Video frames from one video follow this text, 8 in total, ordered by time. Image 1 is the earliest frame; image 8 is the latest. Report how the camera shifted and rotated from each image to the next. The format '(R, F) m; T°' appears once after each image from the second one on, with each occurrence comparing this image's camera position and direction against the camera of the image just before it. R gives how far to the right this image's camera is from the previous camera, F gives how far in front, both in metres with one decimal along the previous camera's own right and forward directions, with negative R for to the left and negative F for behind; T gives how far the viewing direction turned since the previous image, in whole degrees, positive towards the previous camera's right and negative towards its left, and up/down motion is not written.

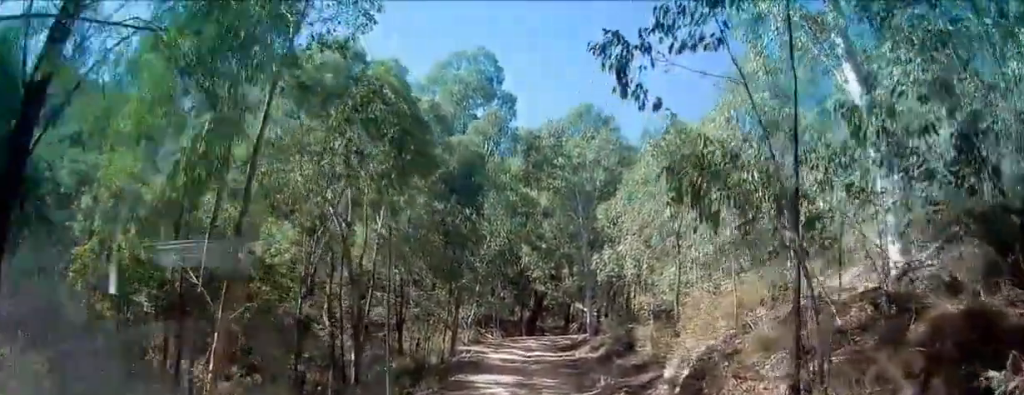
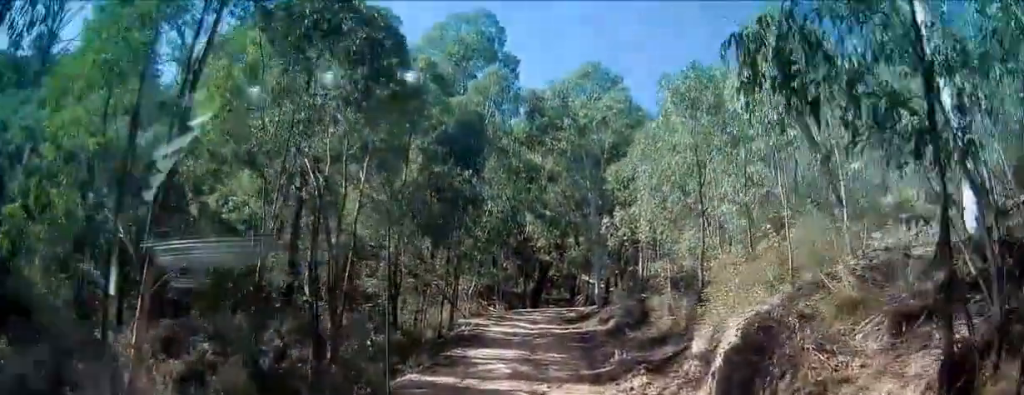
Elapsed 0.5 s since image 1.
(+0.1, +2.2) m; +3°
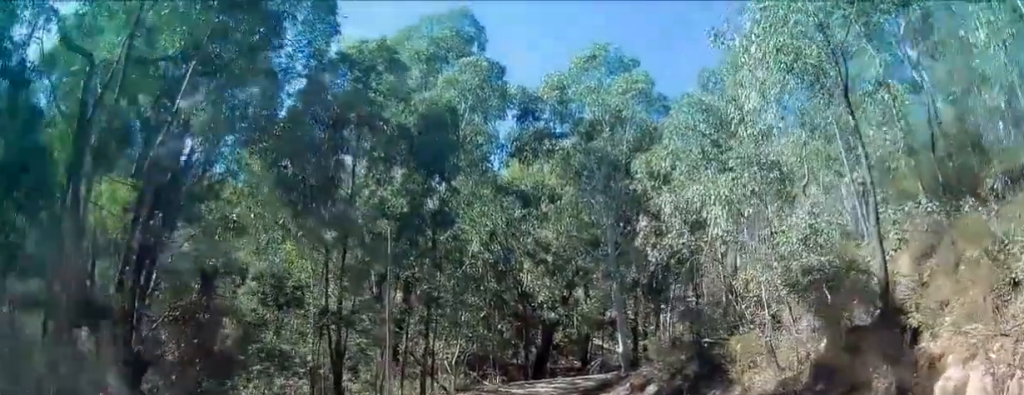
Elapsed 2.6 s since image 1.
(+0.7, +9.1) m; +7°
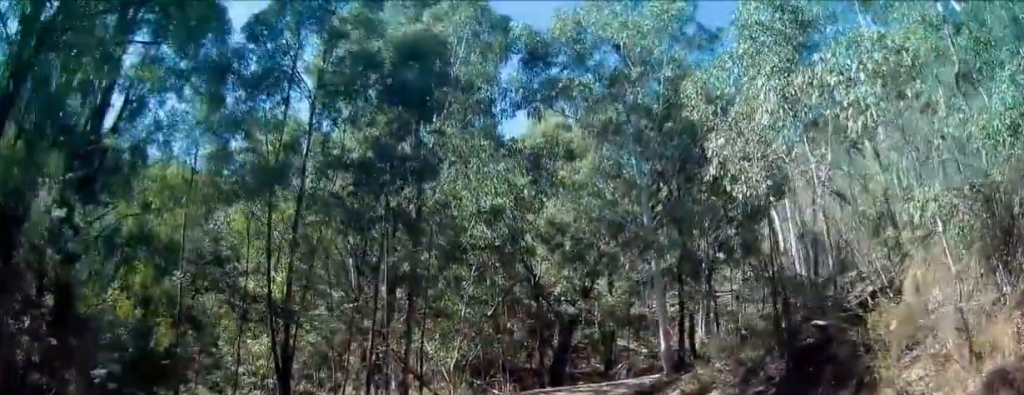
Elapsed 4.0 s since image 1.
(+0.3, +6.0) m; +3°
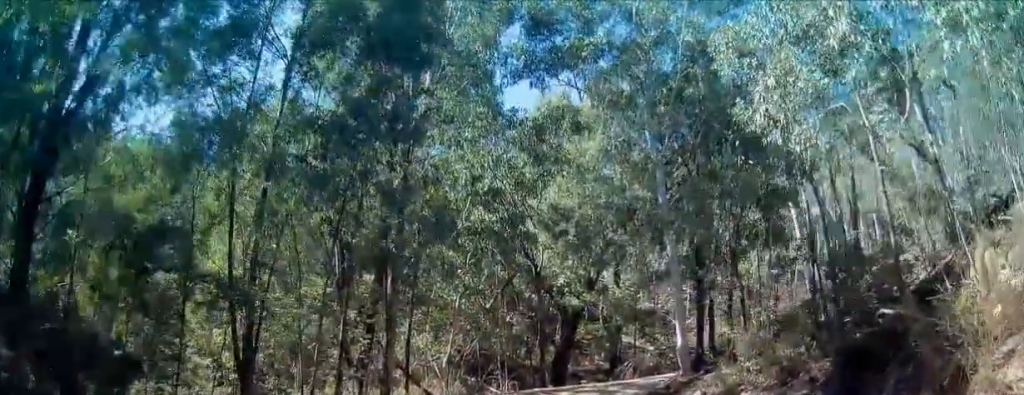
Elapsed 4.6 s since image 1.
(0.0, +2.4) m; -4°
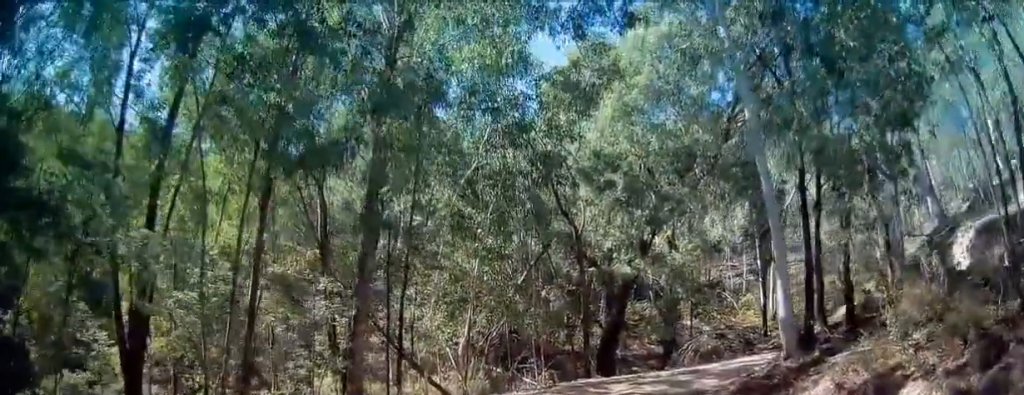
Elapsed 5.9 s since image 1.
(-0.5, +5.4) m; -6°
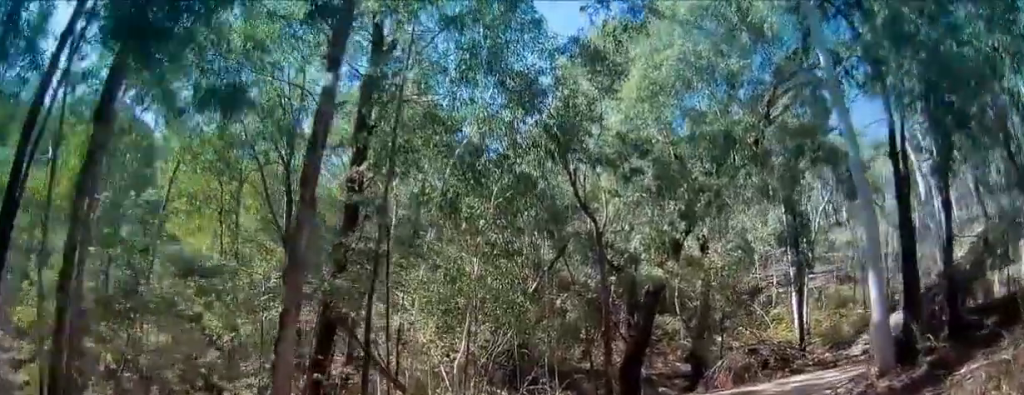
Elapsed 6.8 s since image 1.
(+0.2, +3.5) m; -1°
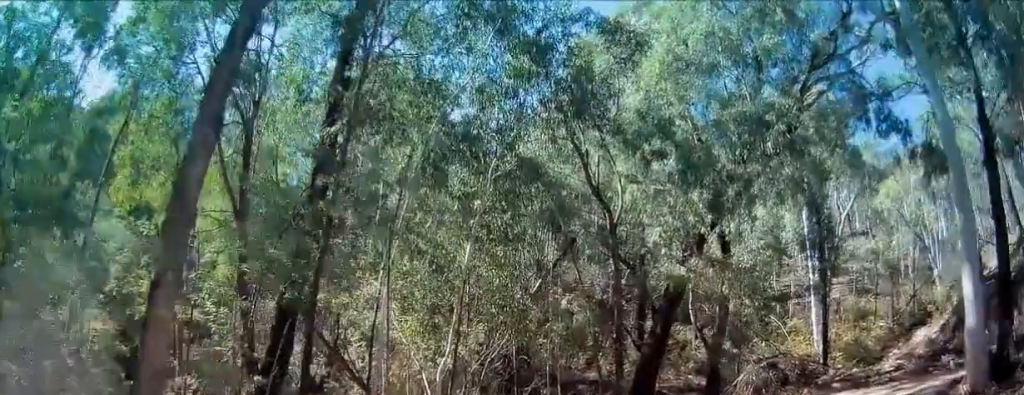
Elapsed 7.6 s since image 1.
(-0.2, +2.7) m; 0°
